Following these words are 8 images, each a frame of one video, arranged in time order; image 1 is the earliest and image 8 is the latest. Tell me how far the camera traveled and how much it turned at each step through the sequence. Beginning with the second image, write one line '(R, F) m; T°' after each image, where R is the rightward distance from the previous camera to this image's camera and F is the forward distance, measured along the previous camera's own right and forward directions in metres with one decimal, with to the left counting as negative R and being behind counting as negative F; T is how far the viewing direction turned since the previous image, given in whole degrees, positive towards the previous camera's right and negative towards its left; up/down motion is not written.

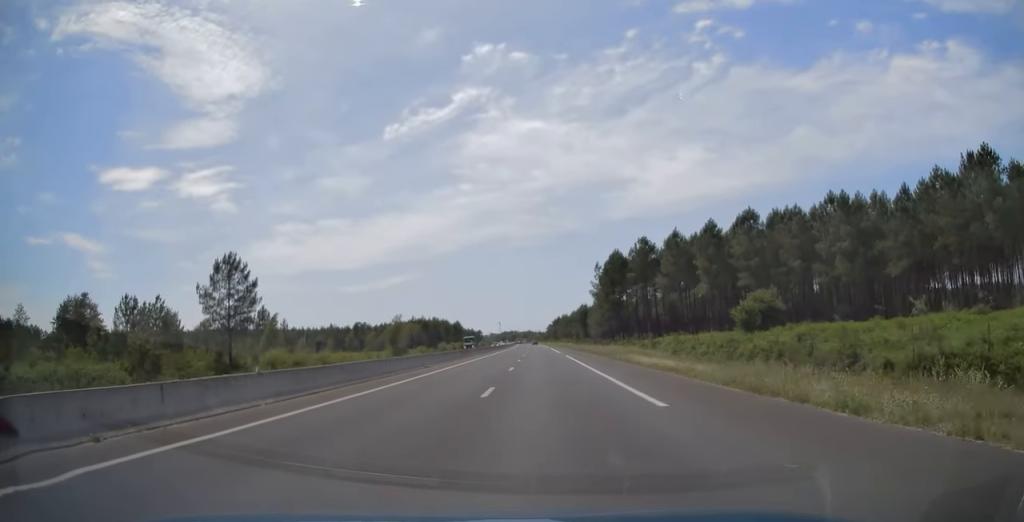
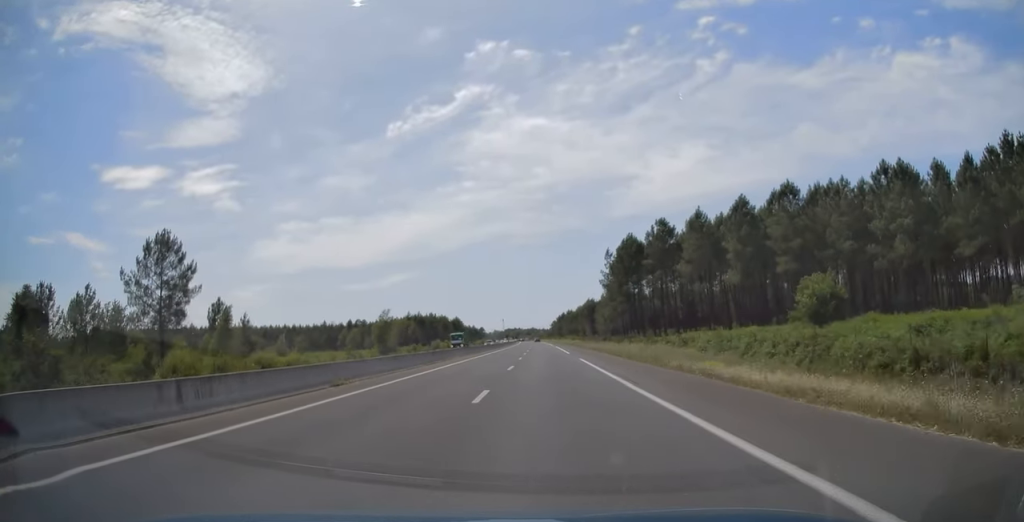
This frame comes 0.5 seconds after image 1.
(0.0, +15.1) m; 0°
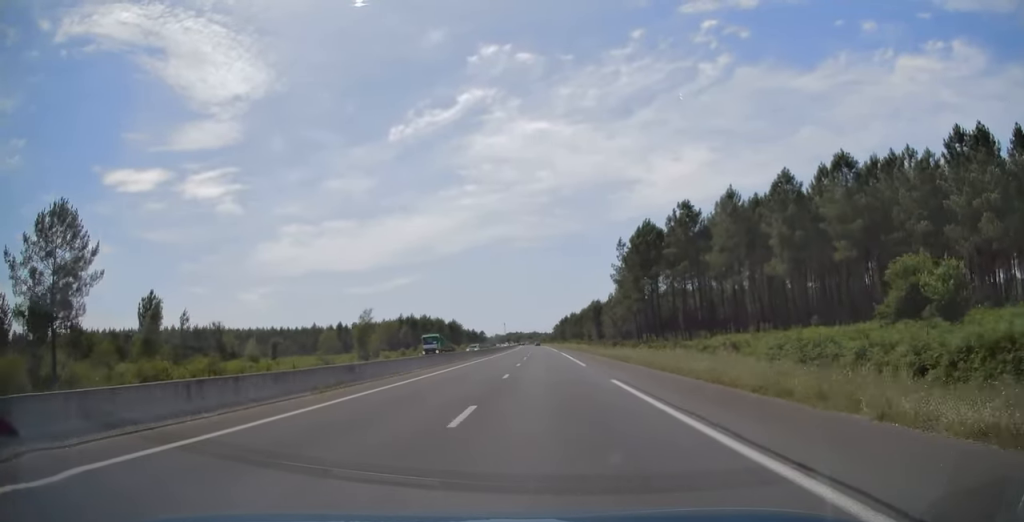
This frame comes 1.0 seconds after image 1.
(0.0, +16.1) m; 0°
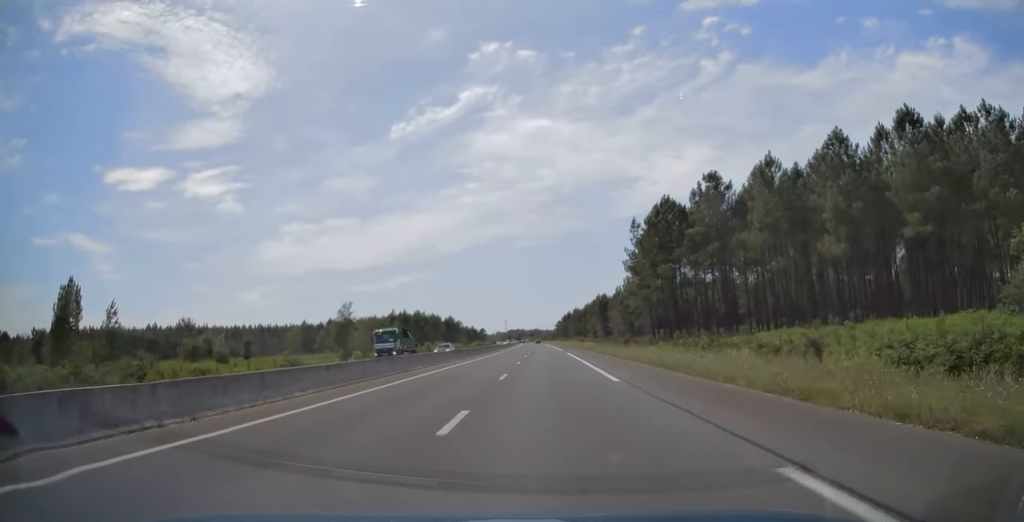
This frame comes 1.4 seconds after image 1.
(+0.1, +14.0) m; 0°
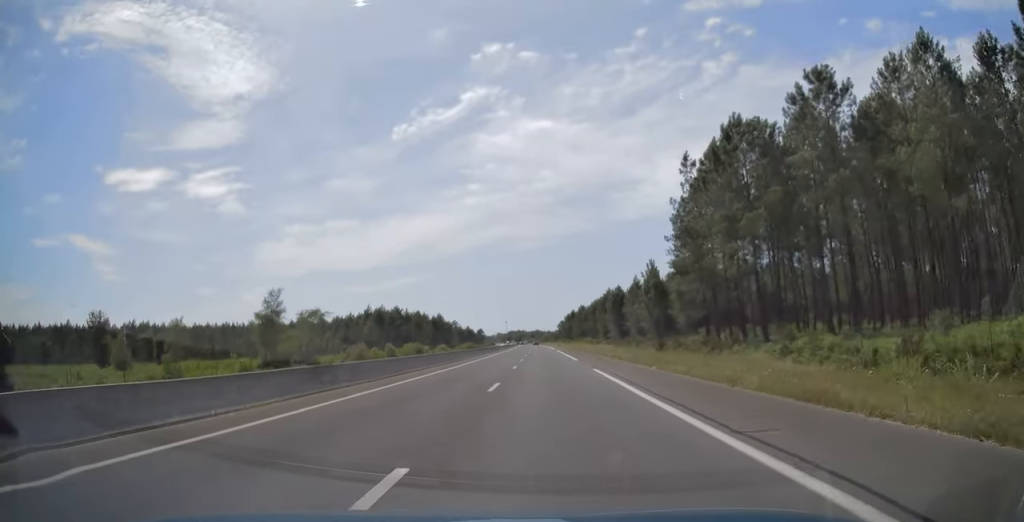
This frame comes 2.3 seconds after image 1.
(-0.4, +30.6) m; 0°
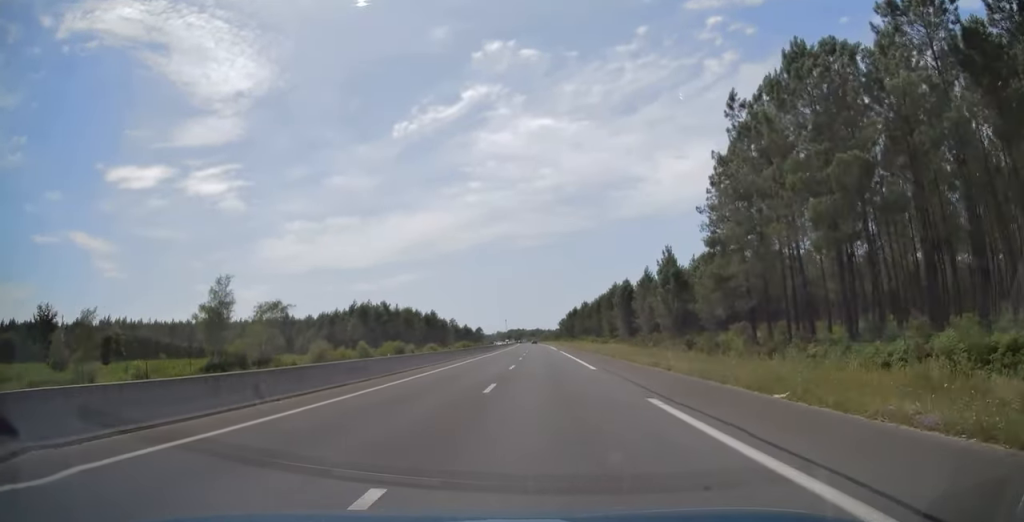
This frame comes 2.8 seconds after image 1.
(0.0, +14.0) m; 0°
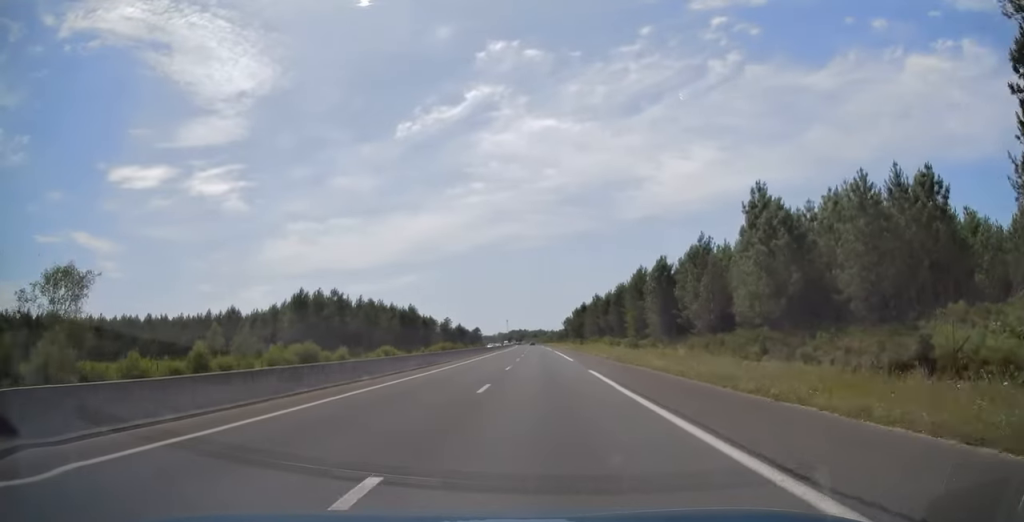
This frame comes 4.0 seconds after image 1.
(+0.1, +38.7) m; 0°
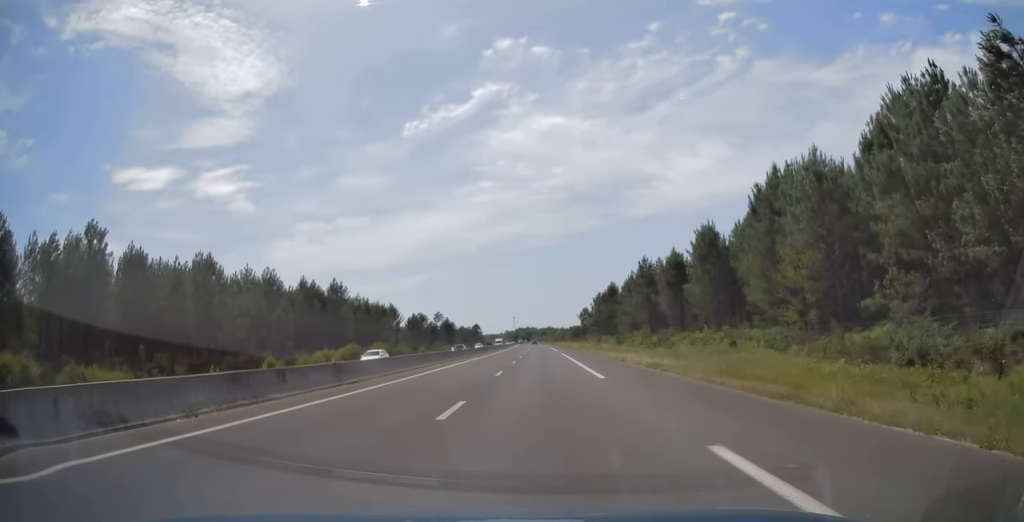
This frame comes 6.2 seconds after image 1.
(-0.5, +70.8) m; 0°
